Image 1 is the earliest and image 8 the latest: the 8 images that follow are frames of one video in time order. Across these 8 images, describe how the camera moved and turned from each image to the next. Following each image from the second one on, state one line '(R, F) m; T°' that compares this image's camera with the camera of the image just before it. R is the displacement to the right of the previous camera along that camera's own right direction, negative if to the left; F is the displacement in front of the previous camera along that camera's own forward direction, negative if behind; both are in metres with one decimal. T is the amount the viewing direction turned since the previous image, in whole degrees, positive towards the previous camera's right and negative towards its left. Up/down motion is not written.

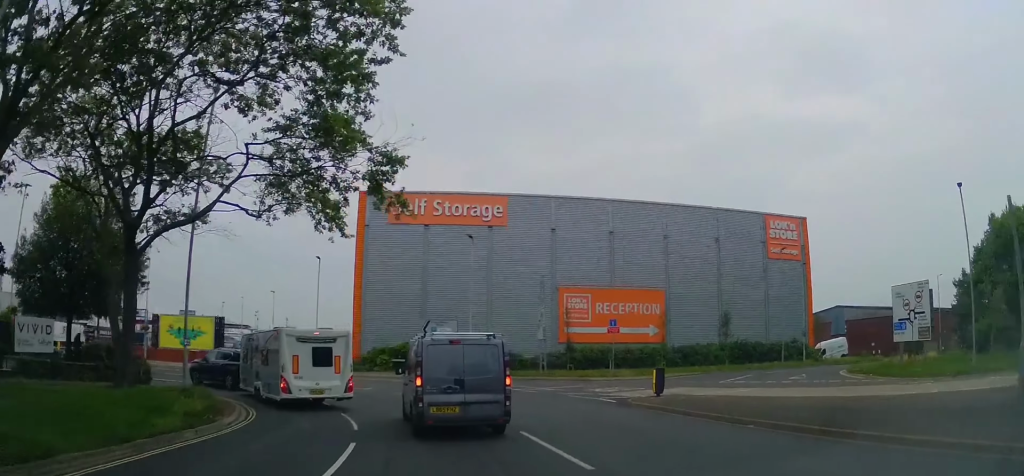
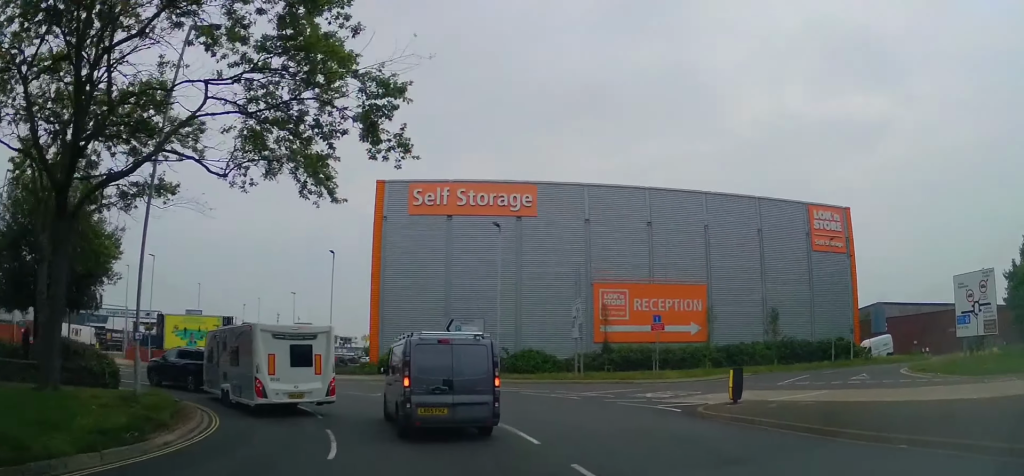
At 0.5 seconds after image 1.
(-0.1, +3.6) m; -5°
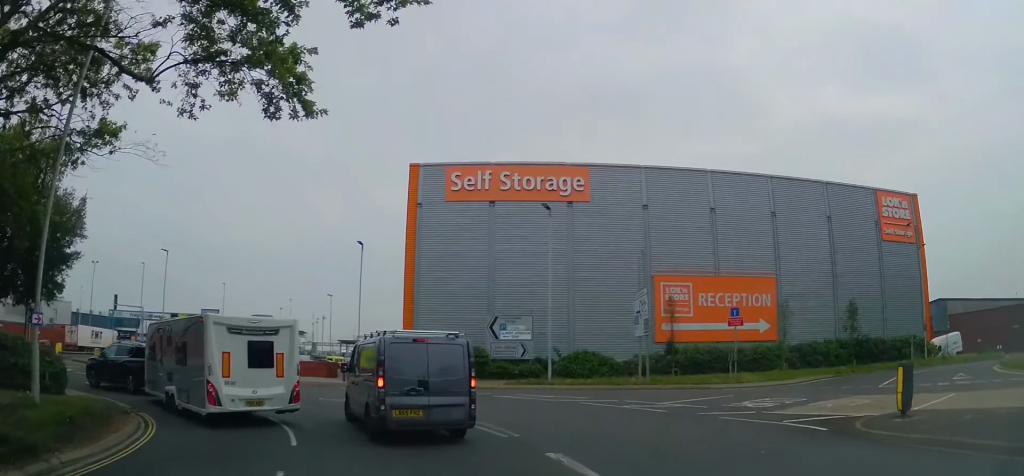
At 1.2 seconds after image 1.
(-0.3, +4.5) m; -6°
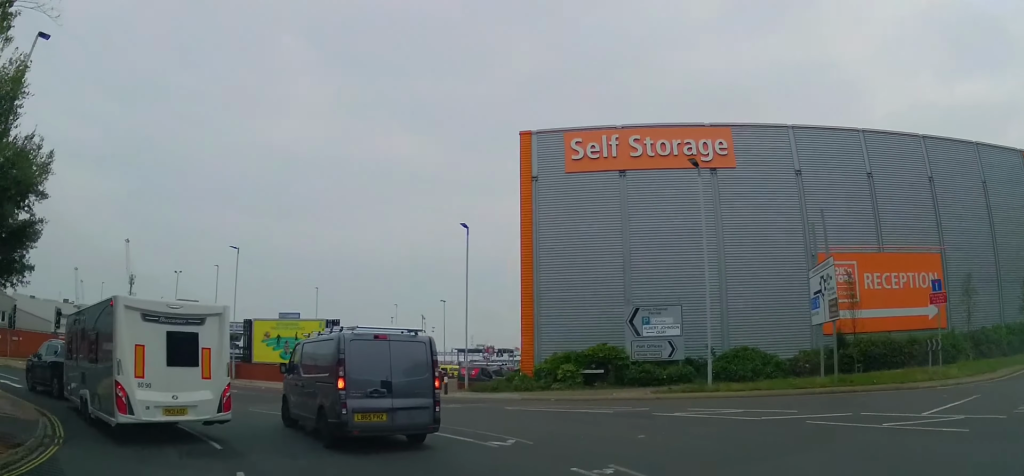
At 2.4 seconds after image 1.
(-0.6, +6.7) m; -14°
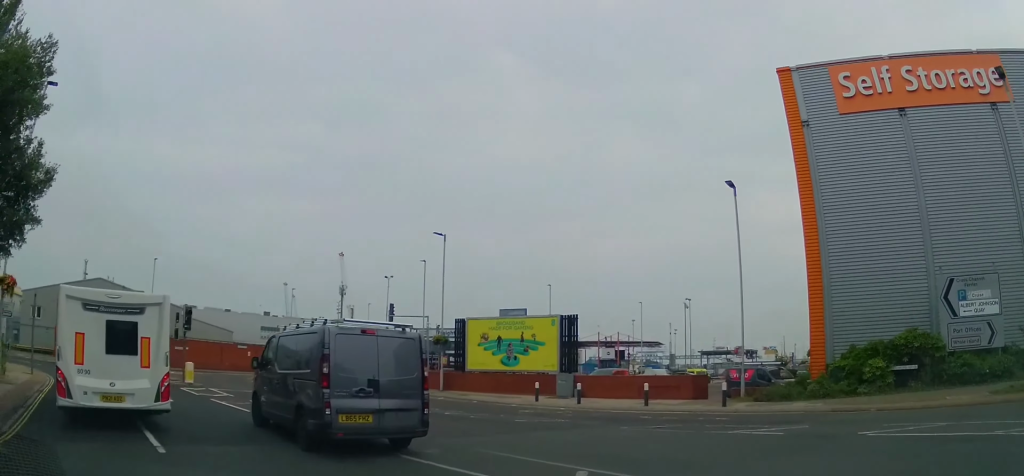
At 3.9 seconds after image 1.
(-1.6, +7.3) m; -26°
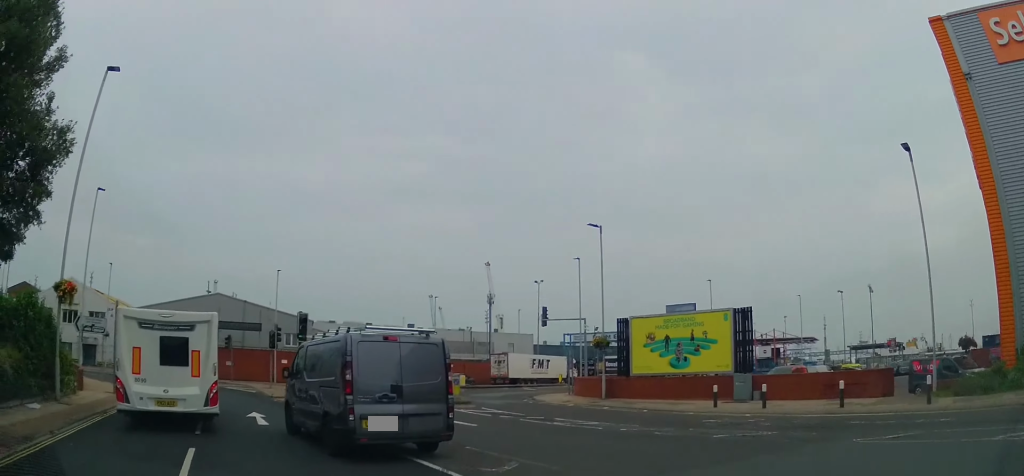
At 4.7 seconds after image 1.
(-0.4, +3.8) m; -14°
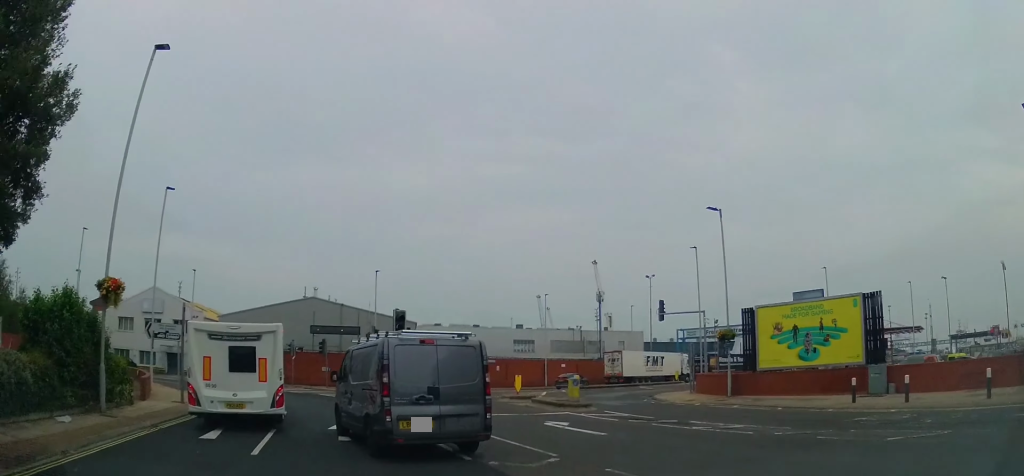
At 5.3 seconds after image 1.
(-0.4, +2.6) m; -7°
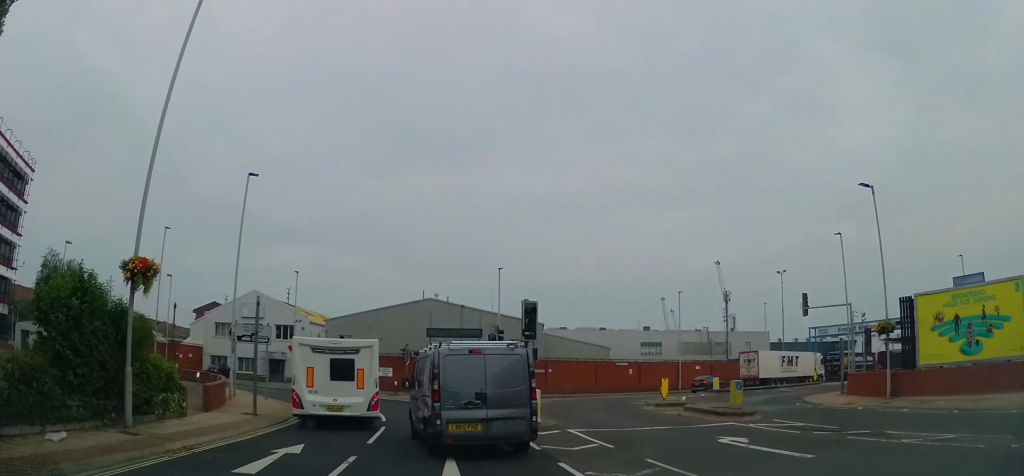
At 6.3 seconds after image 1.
(-0.3, +4.1) m; -9°
